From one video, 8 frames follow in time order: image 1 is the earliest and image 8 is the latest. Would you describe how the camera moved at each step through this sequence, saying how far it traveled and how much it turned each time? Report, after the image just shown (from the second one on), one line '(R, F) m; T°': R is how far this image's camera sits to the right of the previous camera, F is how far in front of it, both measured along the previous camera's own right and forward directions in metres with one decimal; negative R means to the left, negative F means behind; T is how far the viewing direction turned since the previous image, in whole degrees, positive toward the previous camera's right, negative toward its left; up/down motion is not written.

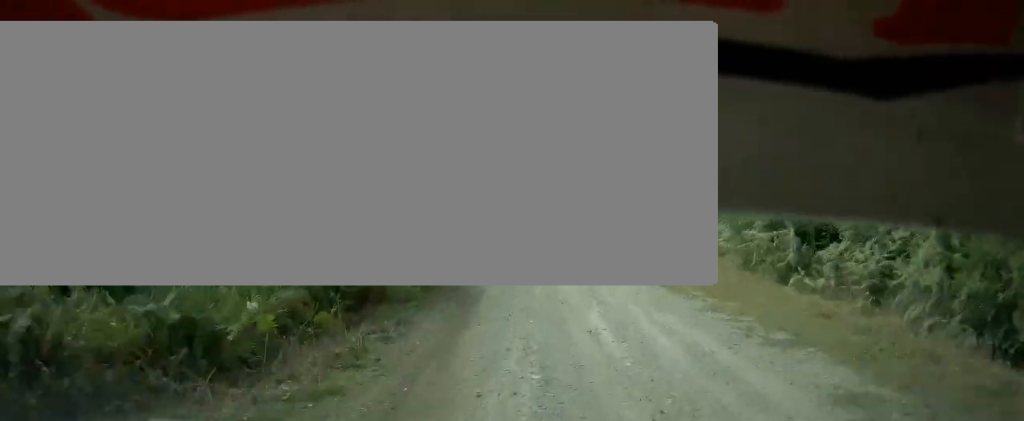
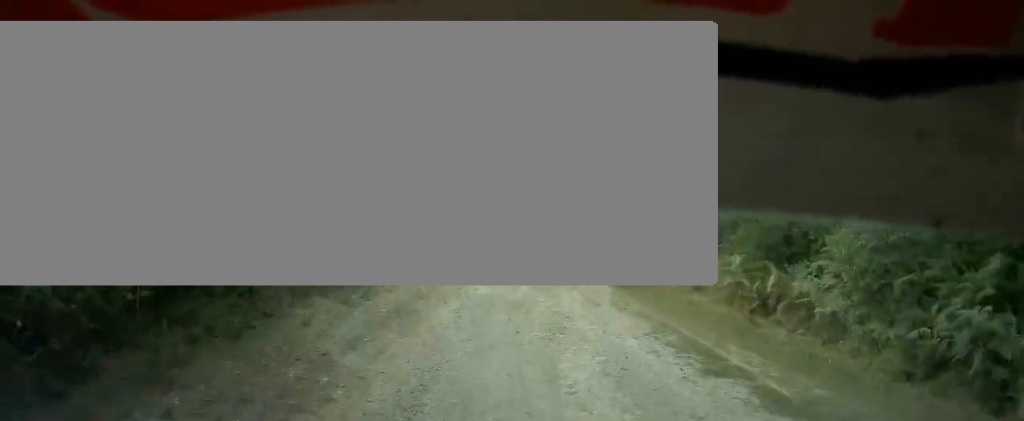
(+1.2, +10.7) m; +6°
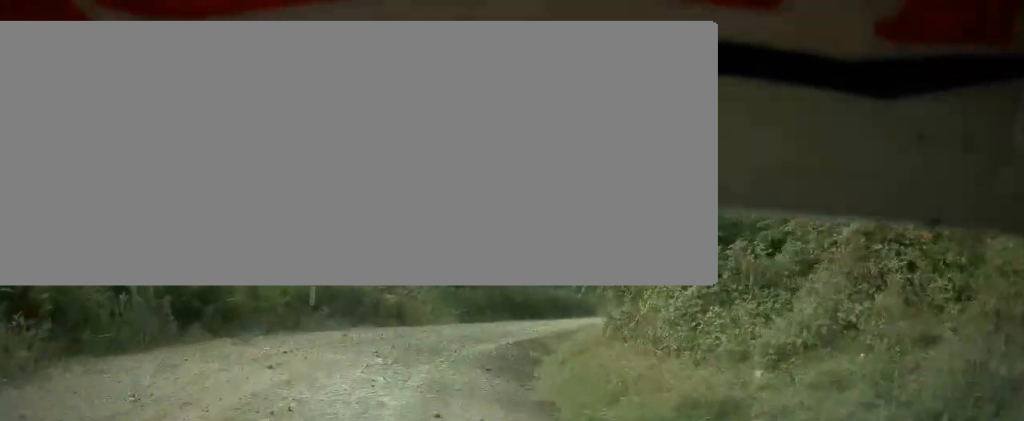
(+2.3, +23.3) m; +8°
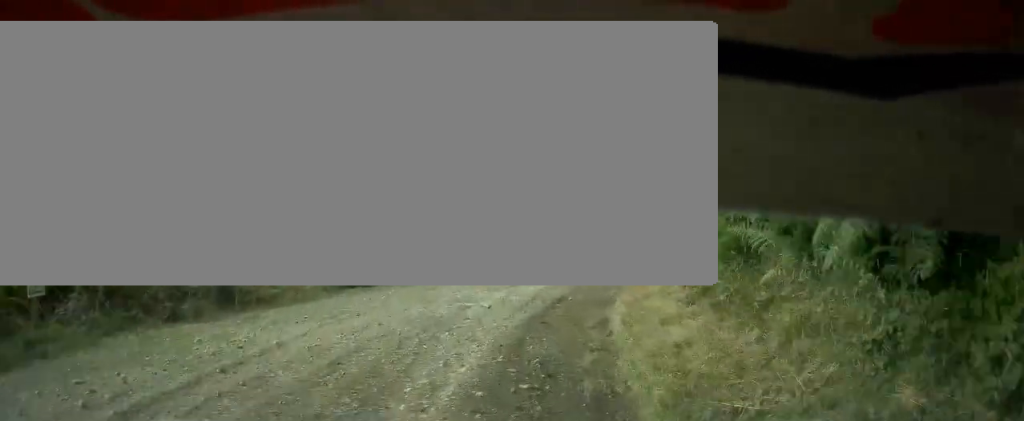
(+0.5, +14.8) m; +2°
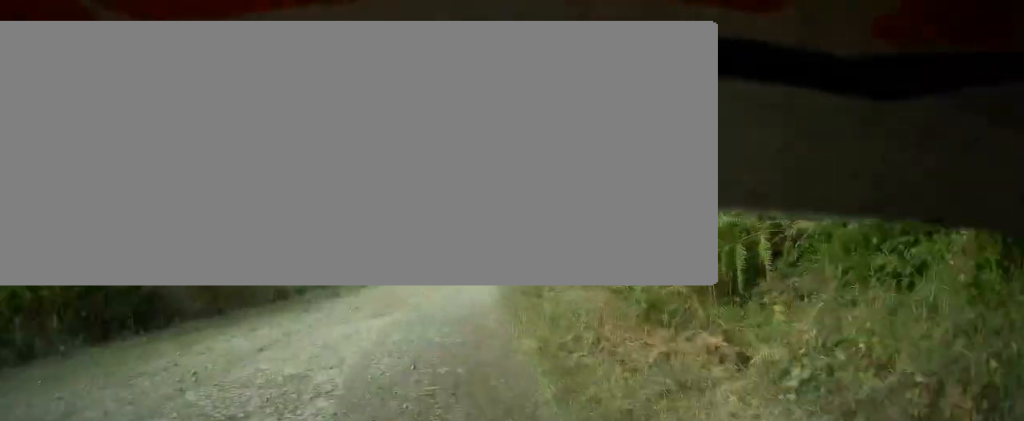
(+0.1, +11.0) m; 0°
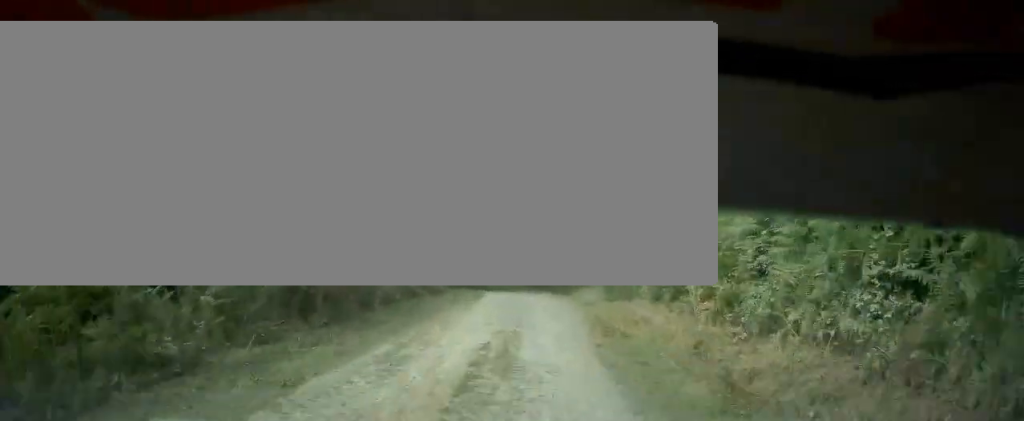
(-0.1, +16.0) m; -1°
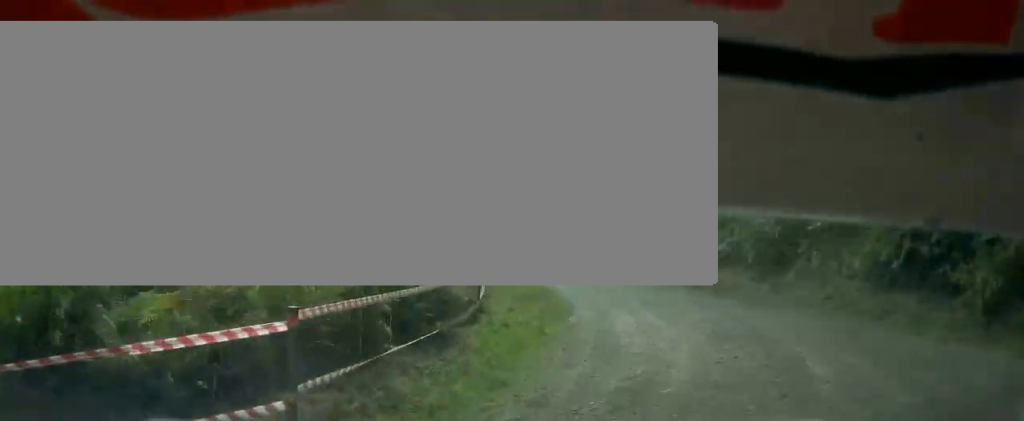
(-23.8, +29.5) m; -101°
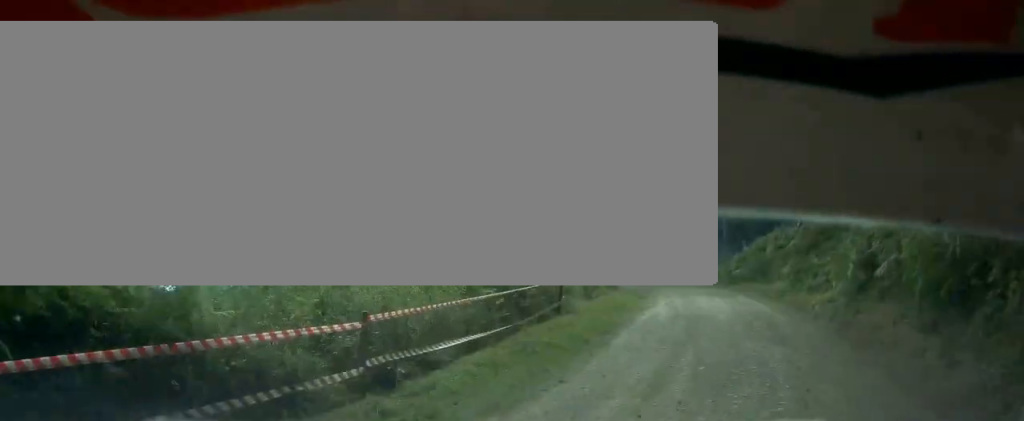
(-0.9, +12.8) m; -7°
